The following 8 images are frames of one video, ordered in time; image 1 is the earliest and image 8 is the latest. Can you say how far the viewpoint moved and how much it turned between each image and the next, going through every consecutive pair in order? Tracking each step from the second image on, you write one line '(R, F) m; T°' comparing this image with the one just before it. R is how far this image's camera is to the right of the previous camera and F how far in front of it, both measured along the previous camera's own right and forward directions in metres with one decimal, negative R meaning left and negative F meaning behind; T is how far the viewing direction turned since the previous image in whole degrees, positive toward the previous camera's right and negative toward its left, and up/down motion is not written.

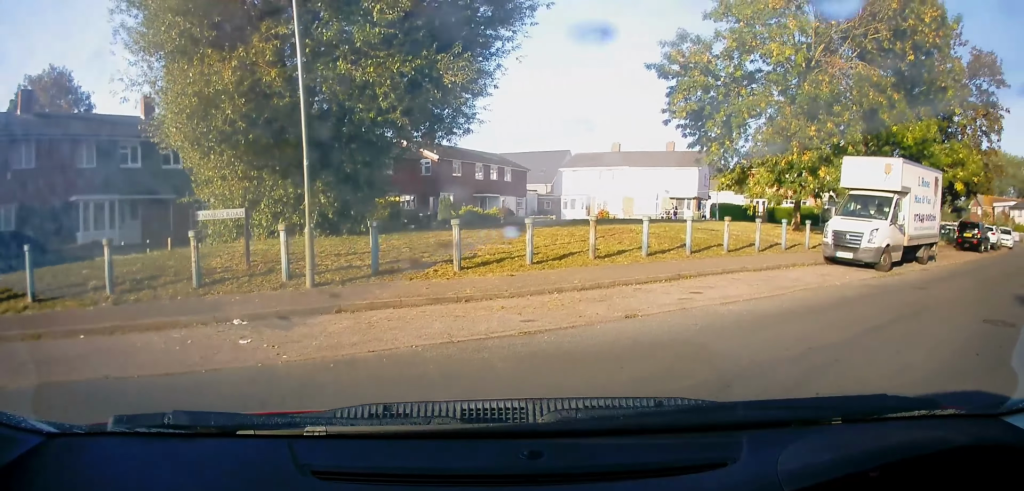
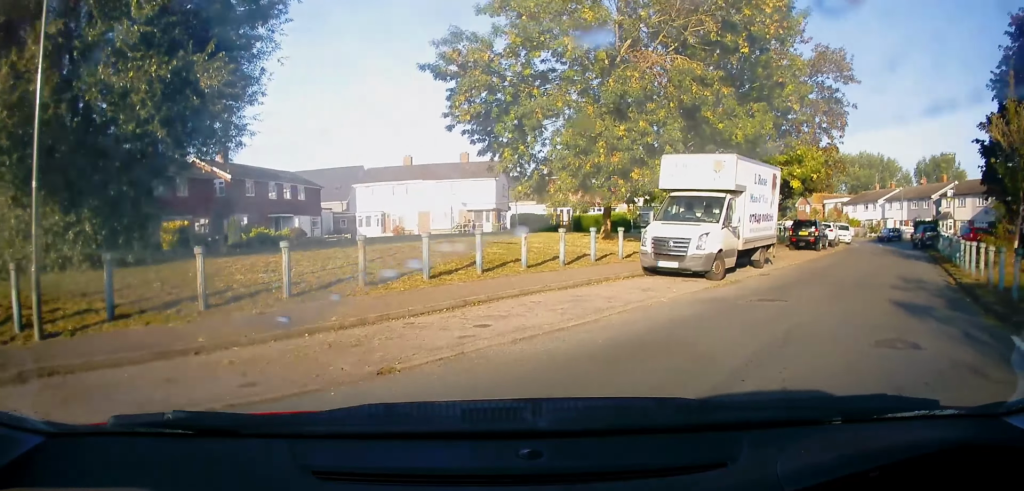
(-0.1, +2.0) m; +16°
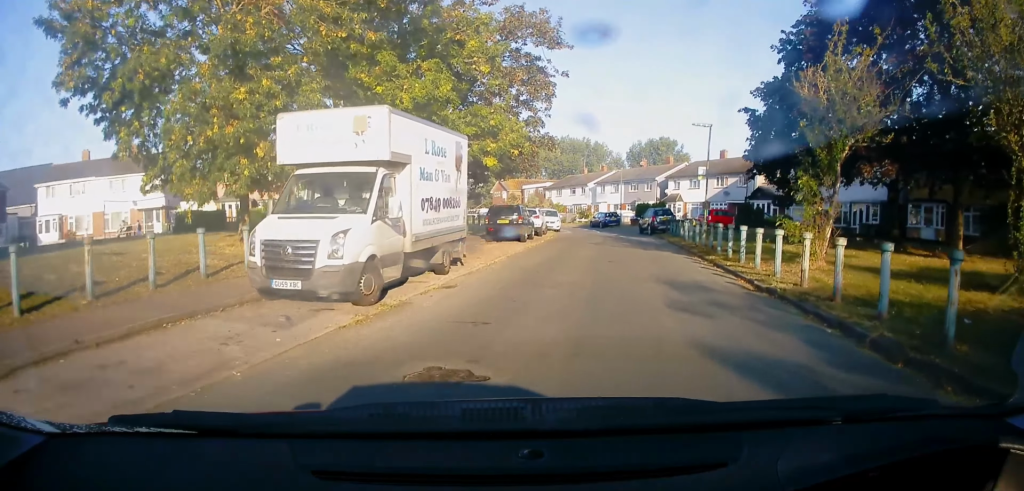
(+1.5, +5.2) m; +20°
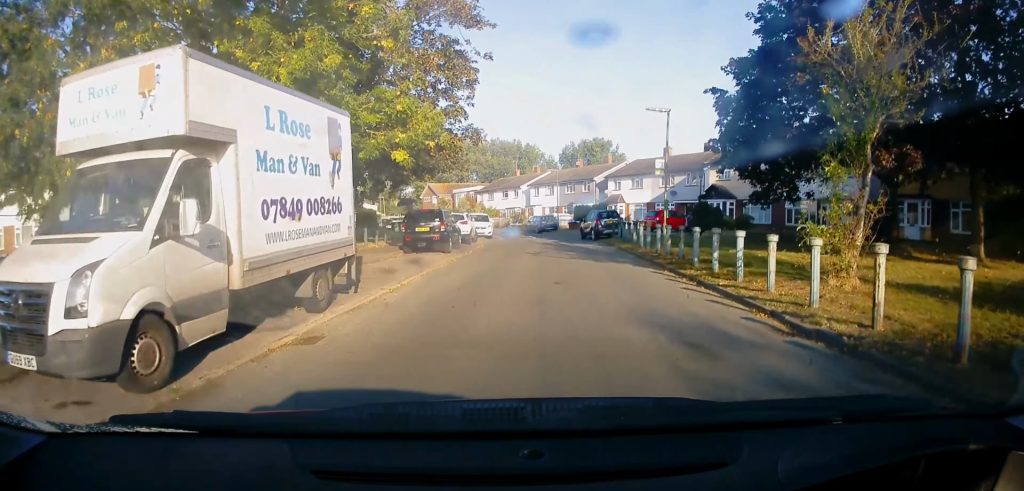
(+0.1, +4.0) m; +8°
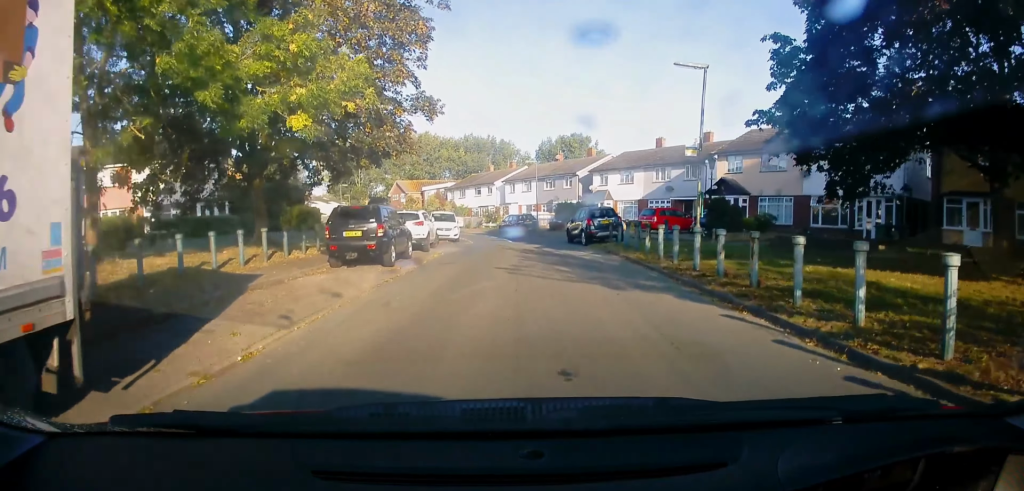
(+0.8, +6.3) m; +5°
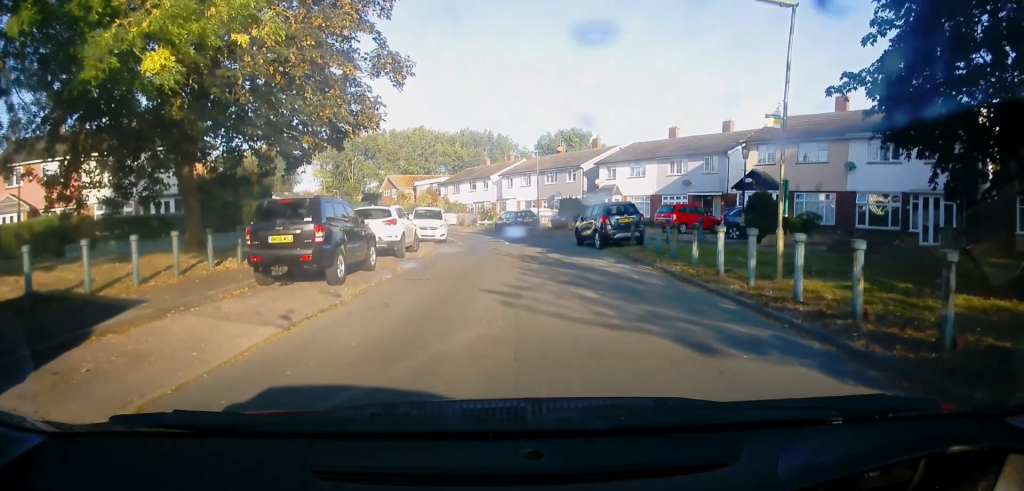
(-0.1, +4.9) m; -2°
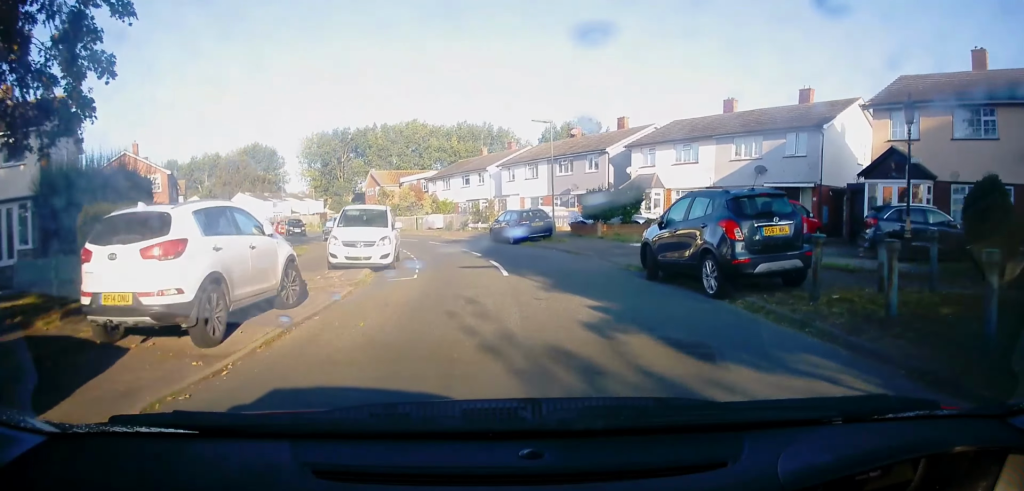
(-0.6, +11.8) m; -2°
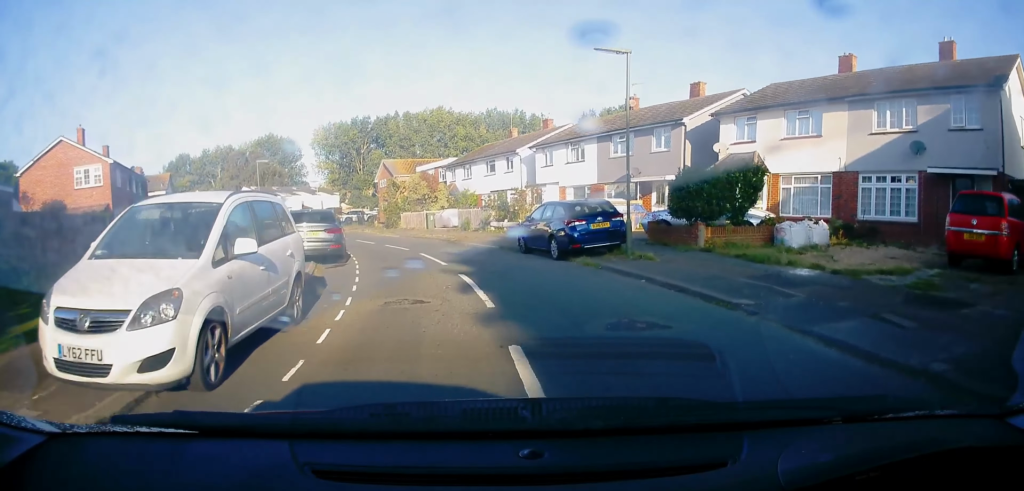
(+0.1, +10.5) m; -3°
